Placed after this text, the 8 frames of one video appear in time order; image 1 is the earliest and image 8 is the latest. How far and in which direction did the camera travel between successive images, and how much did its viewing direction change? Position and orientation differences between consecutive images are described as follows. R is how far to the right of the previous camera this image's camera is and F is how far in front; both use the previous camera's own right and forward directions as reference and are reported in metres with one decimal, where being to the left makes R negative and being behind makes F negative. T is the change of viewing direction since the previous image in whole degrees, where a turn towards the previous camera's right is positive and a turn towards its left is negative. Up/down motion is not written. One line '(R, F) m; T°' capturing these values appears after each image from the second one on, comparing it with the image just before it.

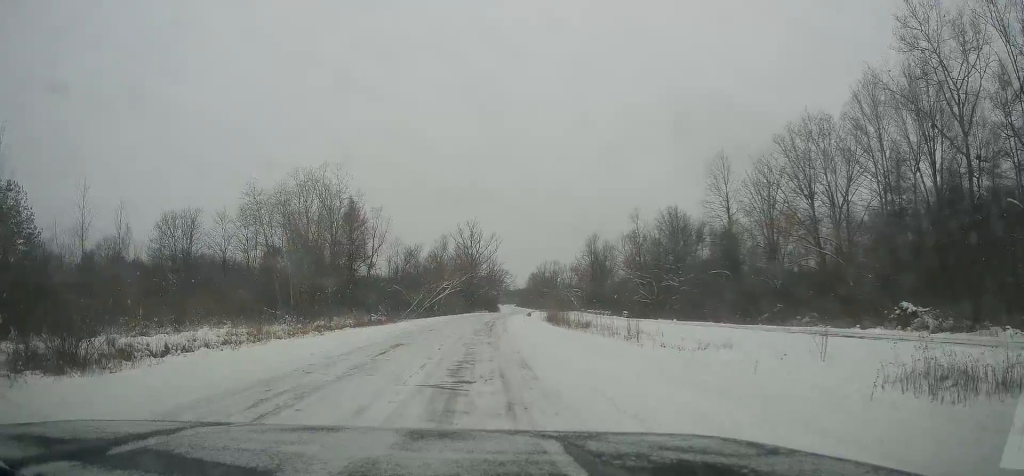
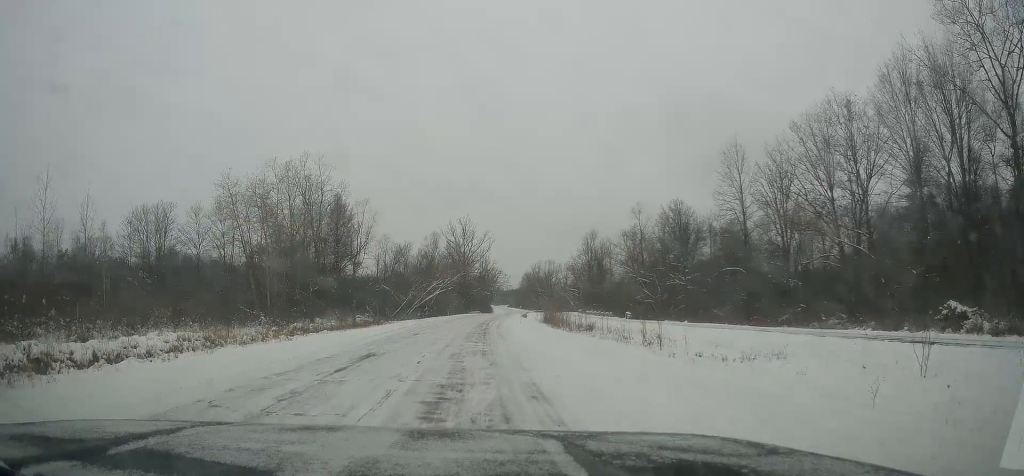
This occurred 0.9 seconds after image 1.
(0.0, +5.2) m; 0°
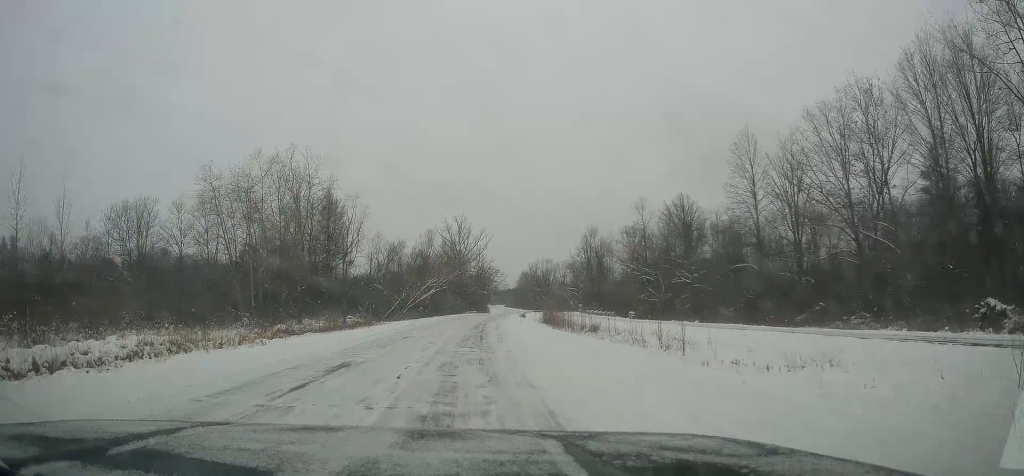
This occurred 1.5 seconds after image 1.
(0.0, +3.4) m; 0°
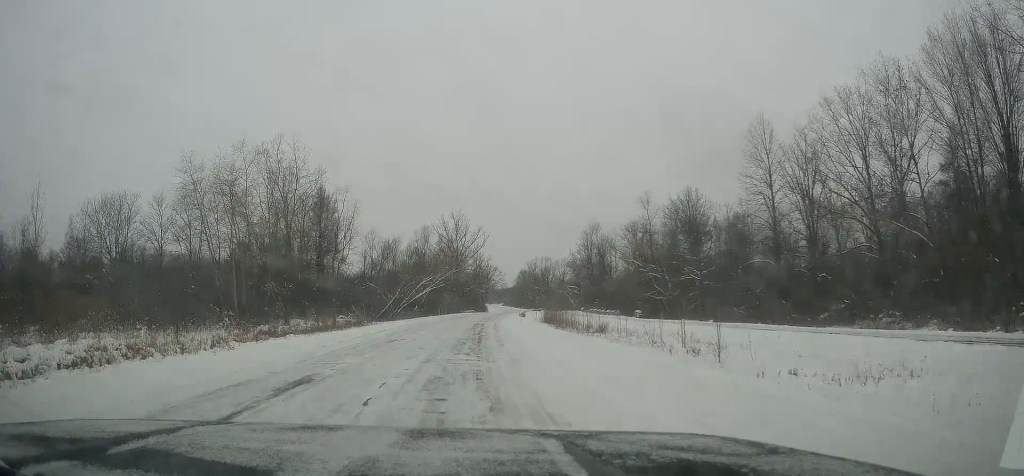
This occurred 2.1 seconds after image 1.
(0.0, +3.6) m; 0°
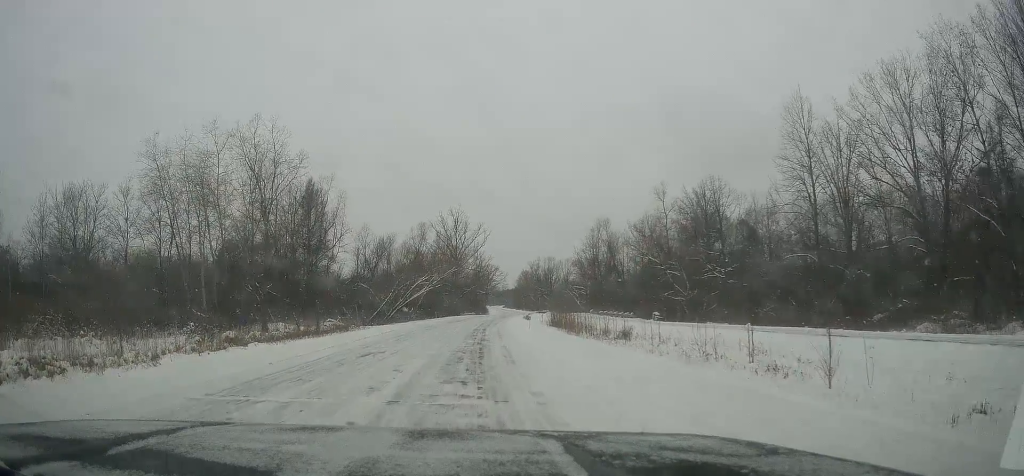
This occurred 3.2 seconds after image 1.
(0.0, +6.3) m; 0°
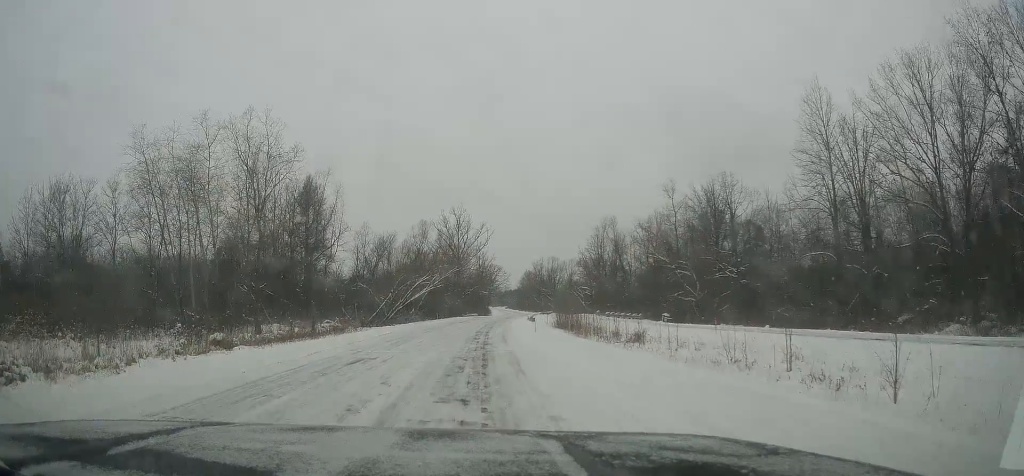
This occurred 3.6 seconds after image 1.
(0.0, +2.4) m; 0°
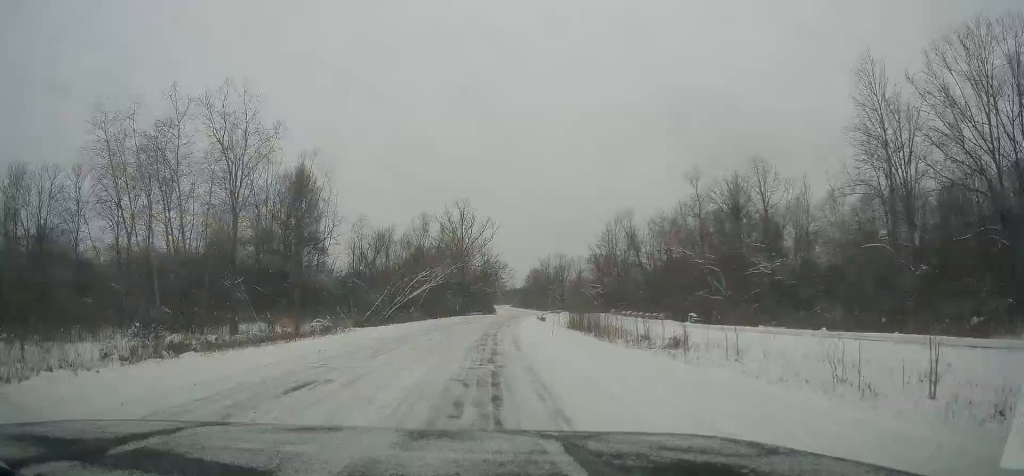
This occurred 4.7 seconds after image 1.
(0.0, +6.1) m; -5°
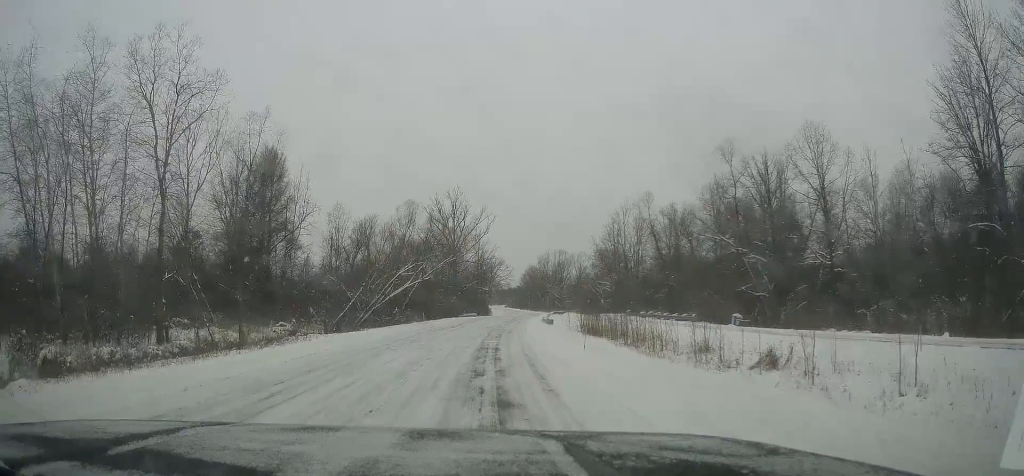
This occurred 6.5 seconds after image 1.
(-0.2, +10.1) m; +3°
